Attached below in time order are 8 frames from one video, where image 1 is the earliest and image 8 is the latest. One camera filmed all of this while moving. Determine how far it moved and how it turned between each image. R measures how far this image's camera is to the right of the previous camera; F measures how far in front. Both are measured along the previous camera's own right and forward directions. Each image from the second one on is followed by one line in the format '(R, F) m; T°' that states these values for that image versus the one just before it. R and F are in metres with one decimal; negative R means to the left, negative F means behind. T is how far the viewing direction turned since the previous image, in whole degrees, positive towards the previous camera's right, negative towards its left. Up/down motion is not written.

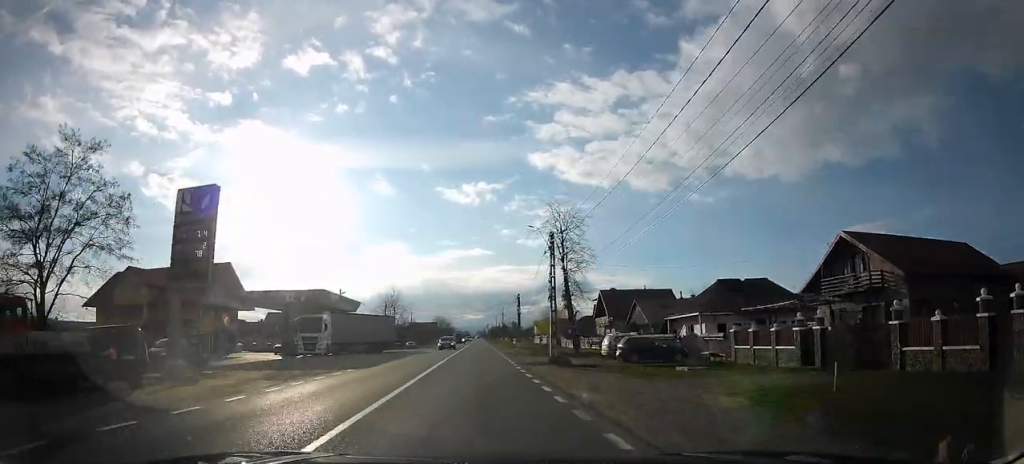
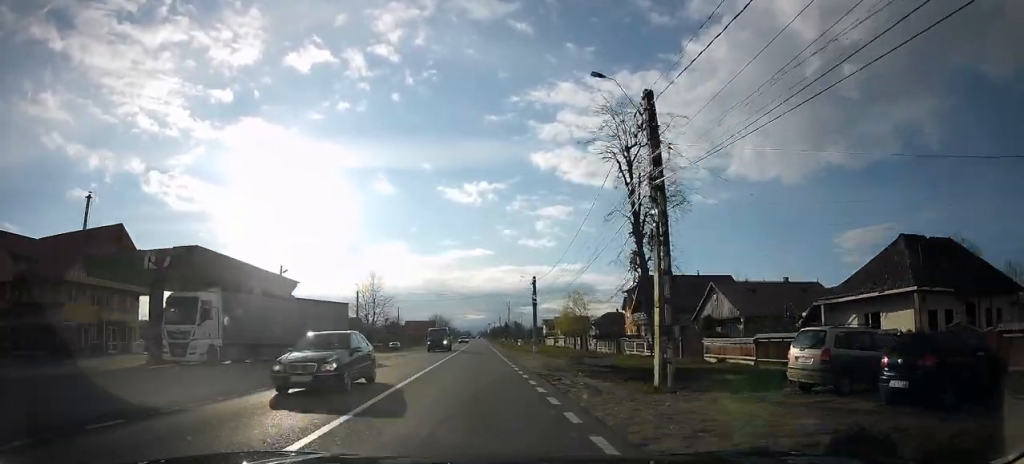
(0.0, +20.4) m; 0°
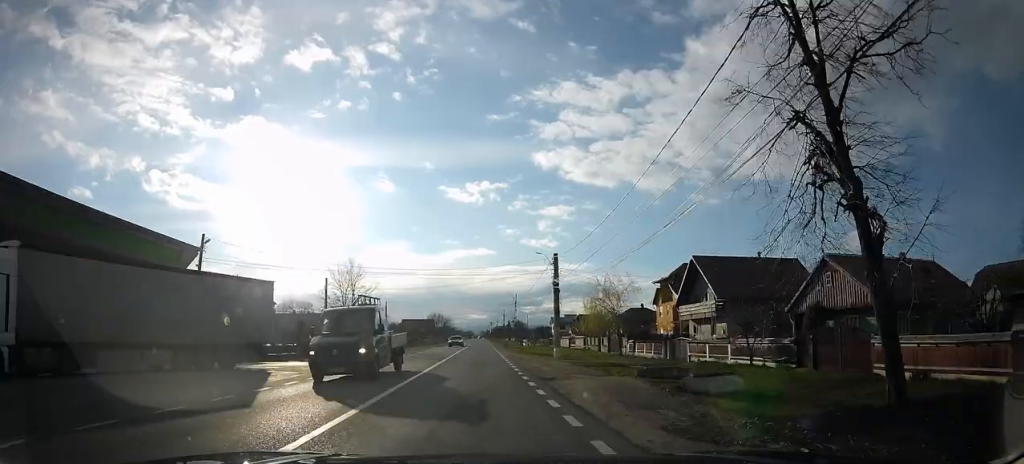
(-0.1, +14.4) m; 0°
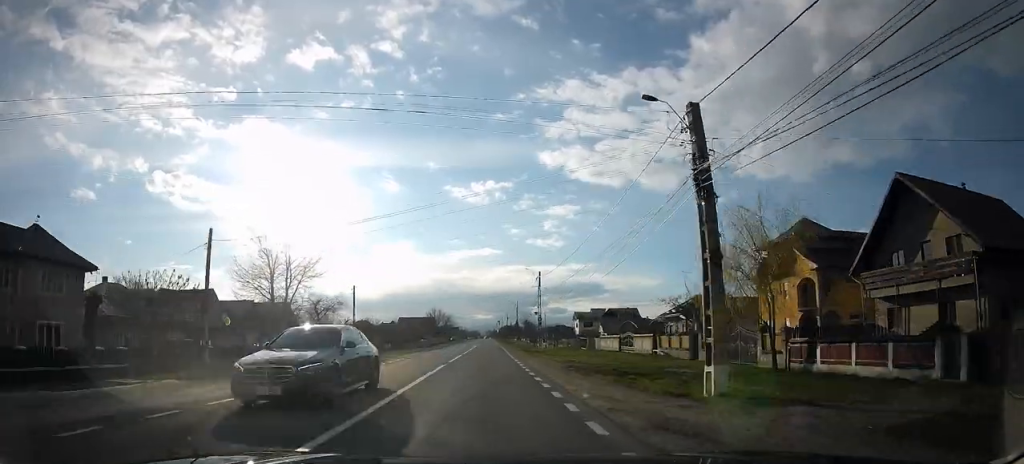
(+0.2, +25.0) m; 0°
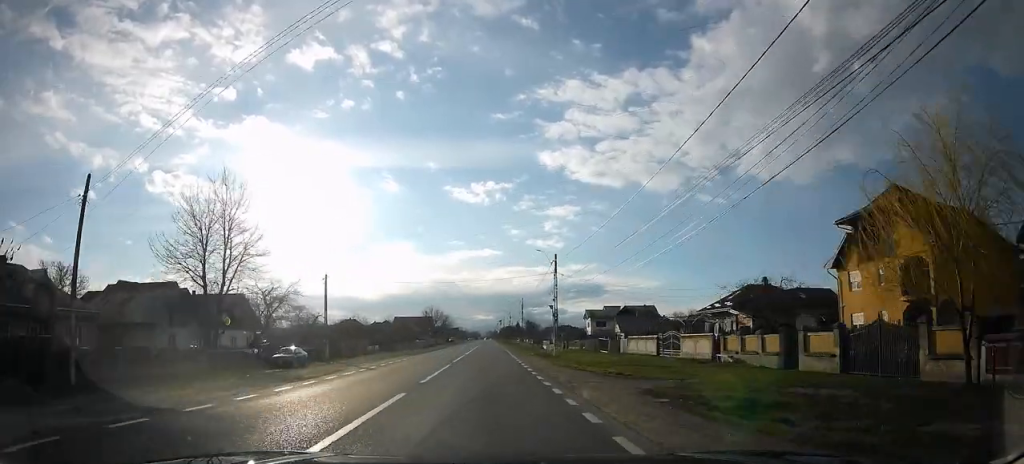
(-0.1, +11.1) m; 0°
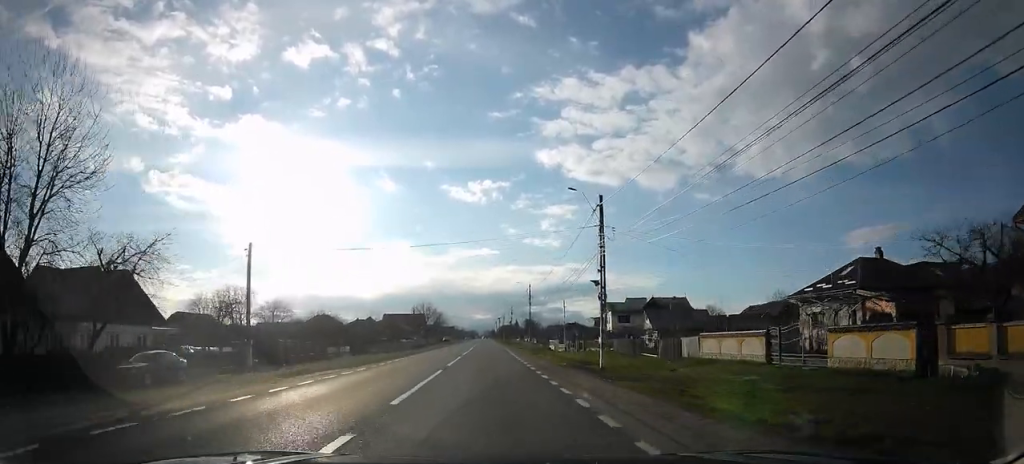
(-0.1, +16.3) m; 0°
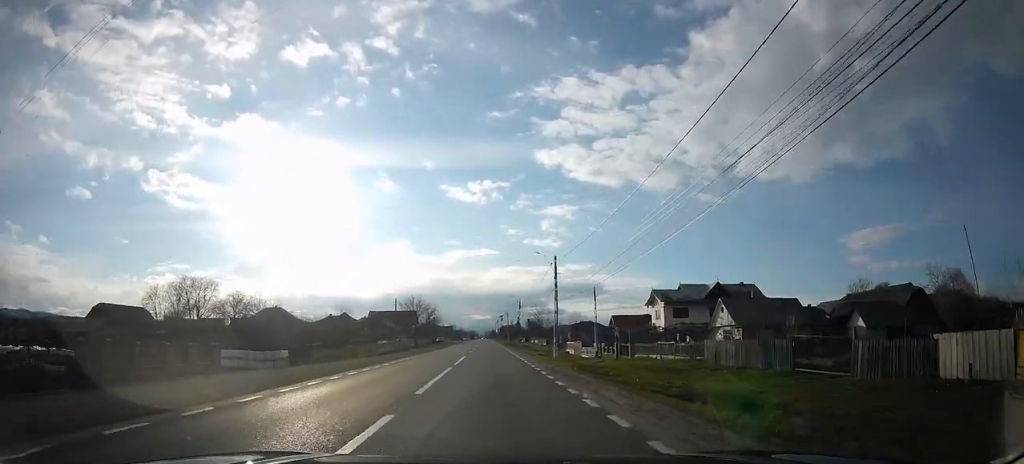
(+0.1, +21.4) m; 0°
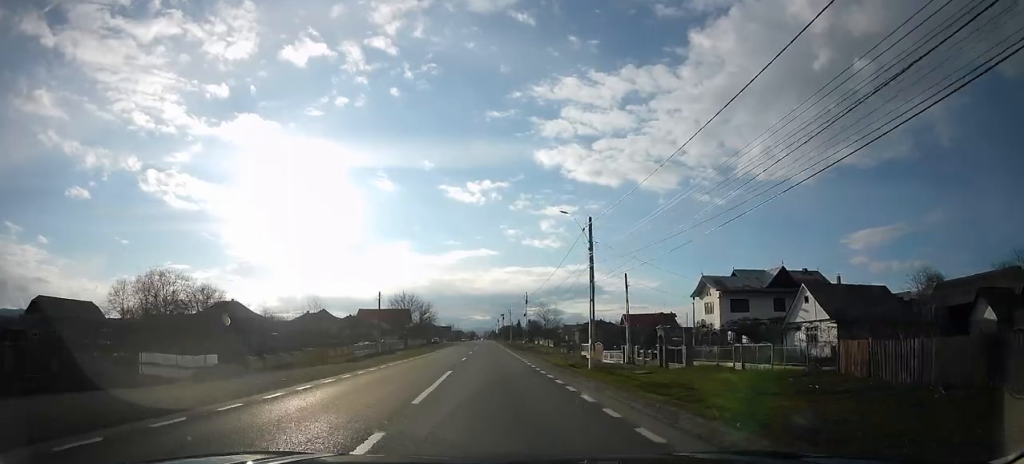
(0.0, +12.6) m; -2°
